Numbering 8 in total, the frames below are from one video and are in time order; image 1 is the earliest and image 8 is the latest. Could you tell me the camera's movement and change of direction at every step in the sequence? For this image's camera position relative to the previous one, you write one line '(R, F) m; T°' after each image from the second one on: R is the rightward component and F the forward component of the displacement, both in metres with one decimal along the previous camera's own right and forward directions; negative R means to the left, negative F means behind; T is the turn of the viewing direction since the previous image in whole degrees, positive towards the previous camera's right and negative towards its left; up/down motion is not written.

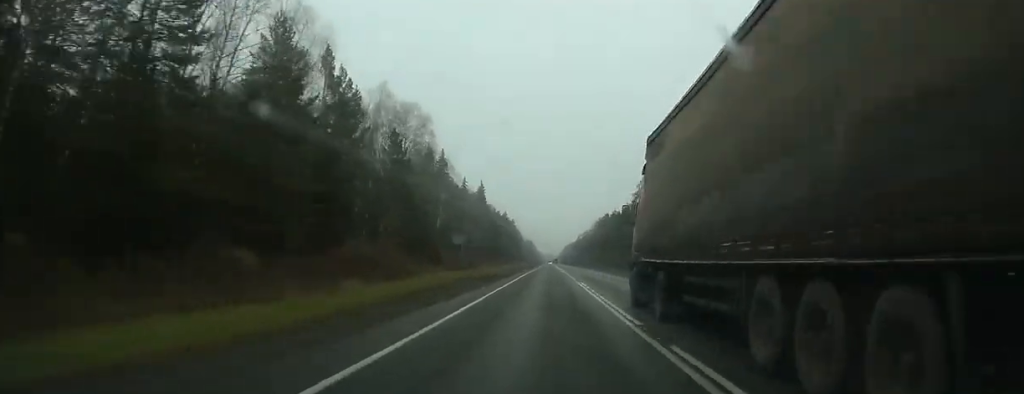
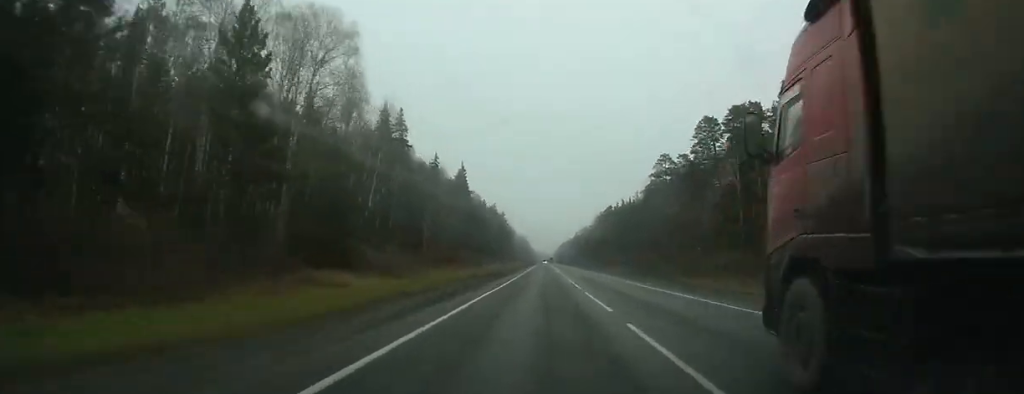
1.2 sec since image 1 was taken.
(0.0, +40.5) m; 0°
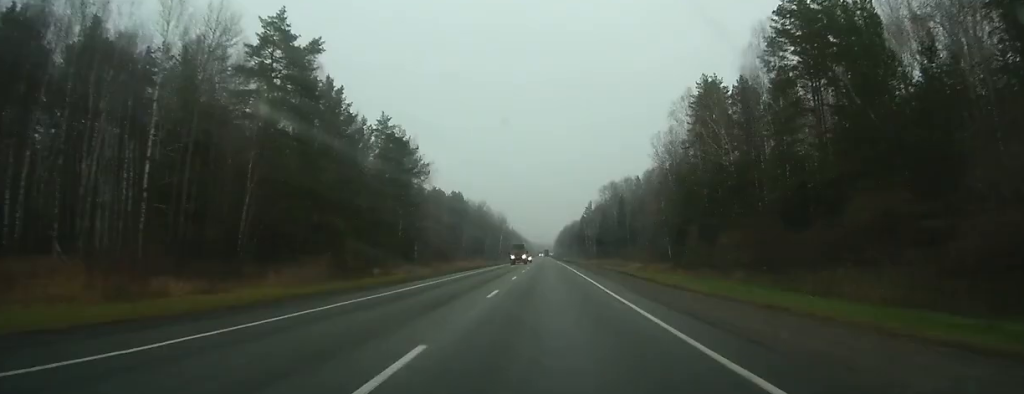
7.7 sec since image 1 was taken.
(+2.2, +220.1) m; 0°
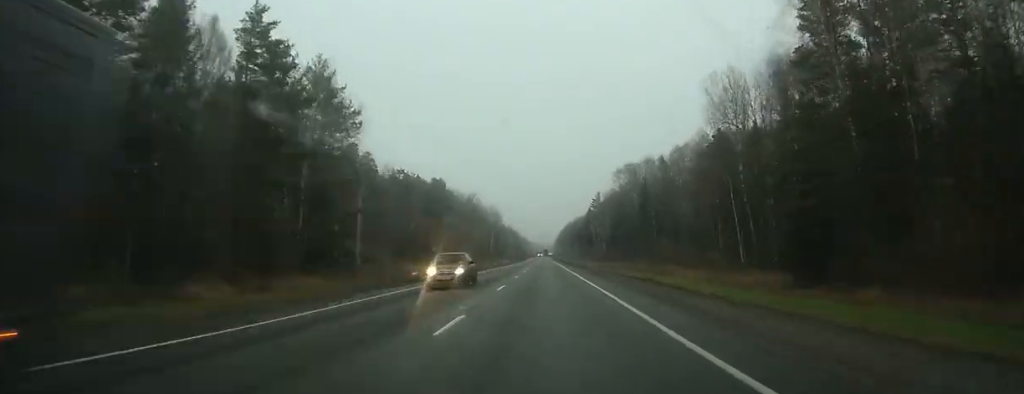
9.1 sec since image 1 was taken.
(0.0, +46.6) m; 0°
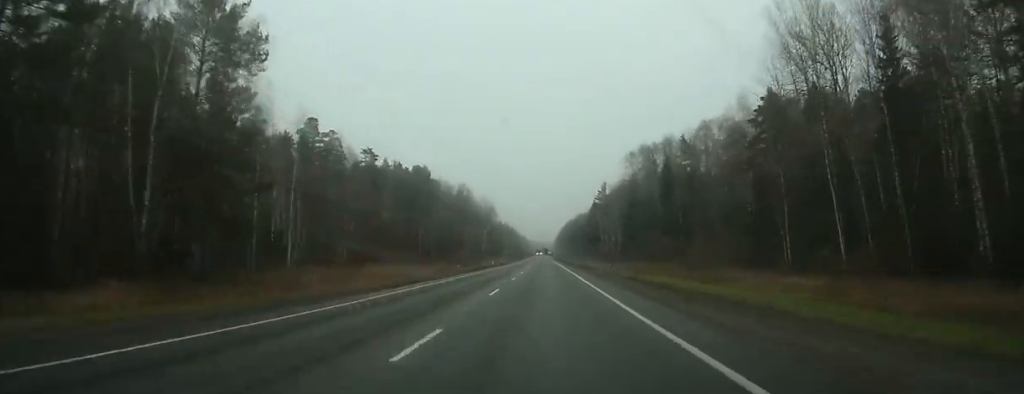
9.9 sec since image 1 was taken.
(0.0, +28.6) m; 0°
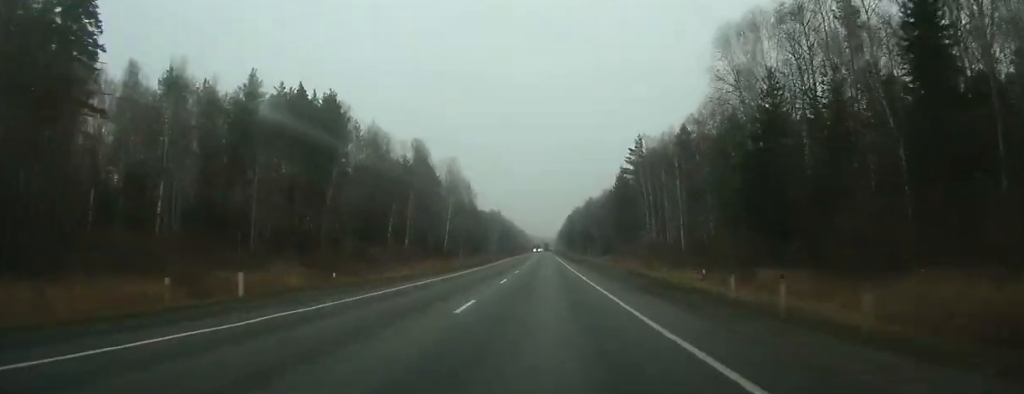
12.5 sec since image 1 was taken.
(0.0, +81.4) m; 0°
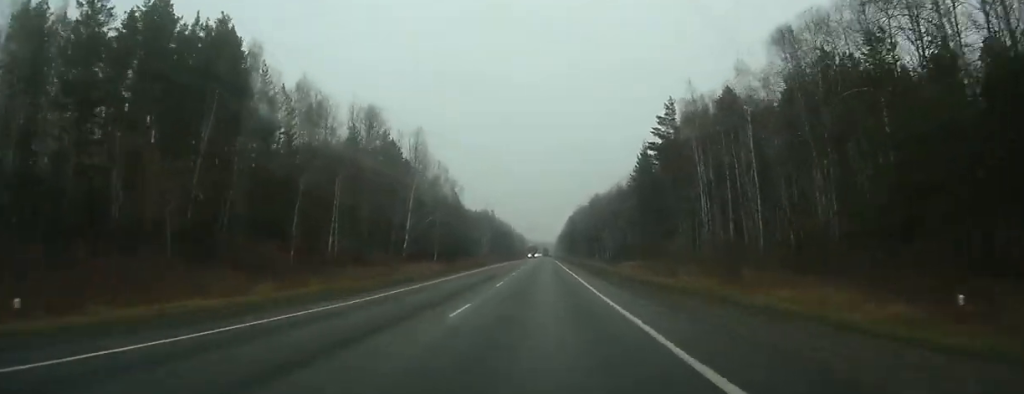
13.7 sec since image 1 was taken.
(-0.1, +35.8) m; 0°
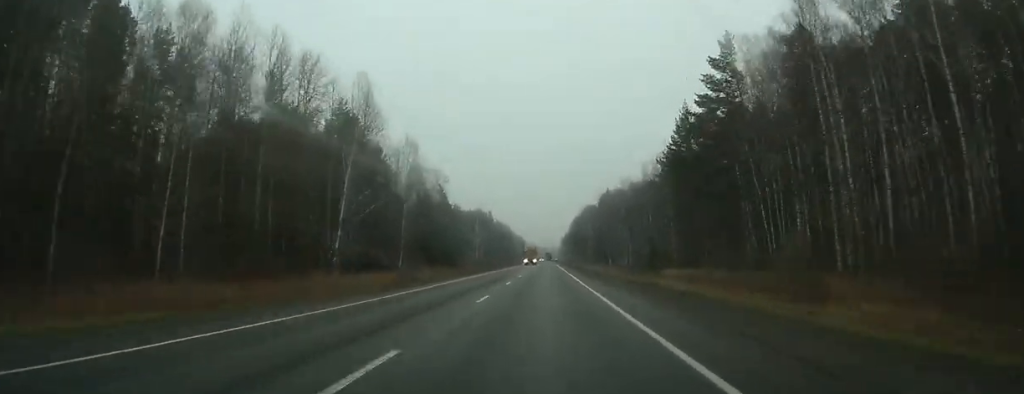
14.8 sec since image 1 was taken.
(0.0, +29.7) m; 0°
